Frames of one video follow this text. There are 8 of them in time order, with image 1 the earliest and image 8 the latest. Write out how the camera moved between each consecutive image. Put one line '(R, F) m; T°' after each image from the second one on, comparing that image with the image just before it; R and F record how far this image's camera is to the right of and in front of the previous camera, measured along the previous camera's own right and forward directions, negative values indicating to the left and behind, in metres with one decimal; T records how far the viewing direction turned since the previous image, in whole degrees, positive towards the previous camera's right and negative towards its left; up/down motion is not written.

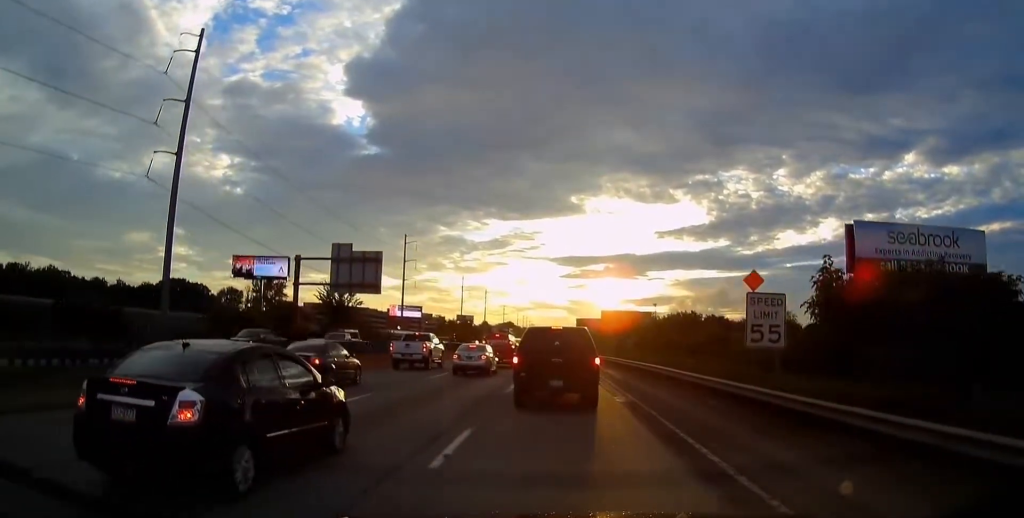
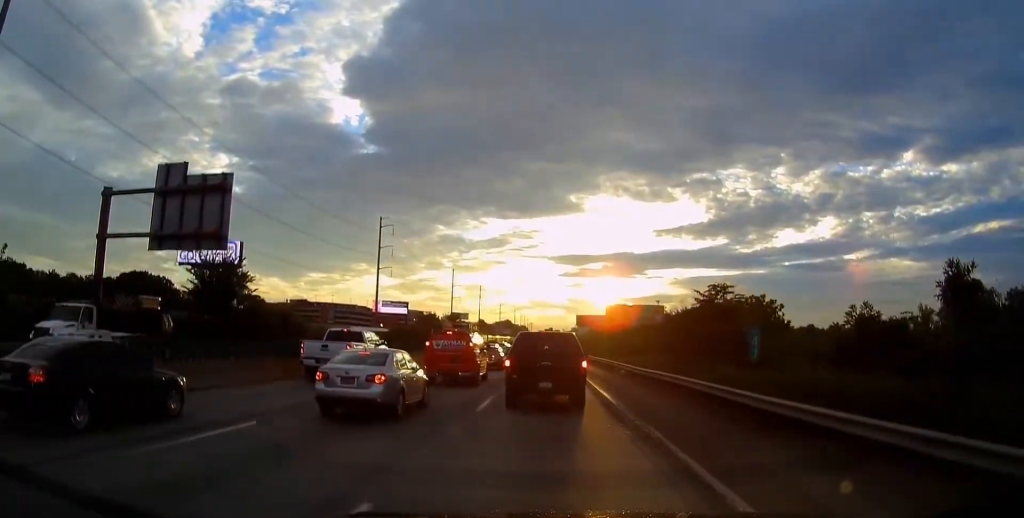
(-0.2, +28.3) m; -1°
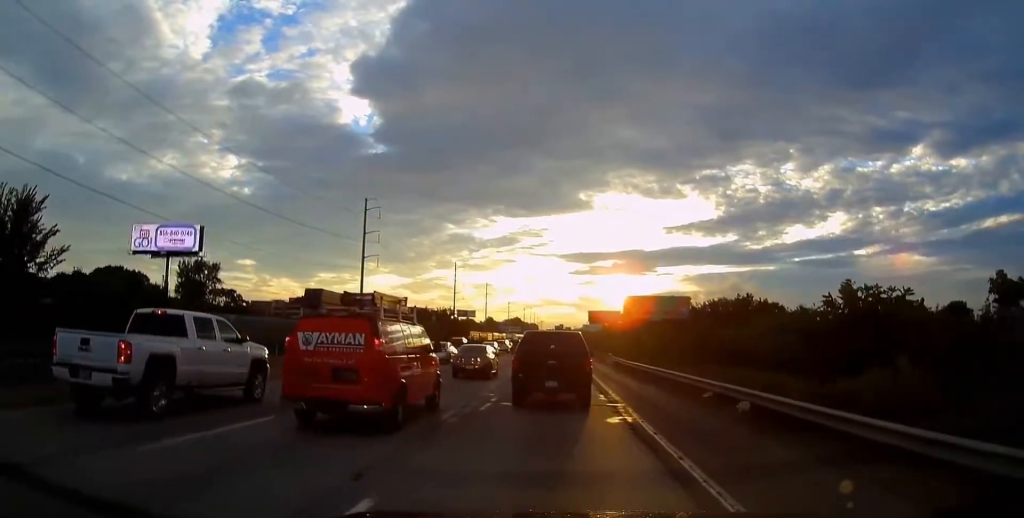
(-0.1, +24.2) m; 0°
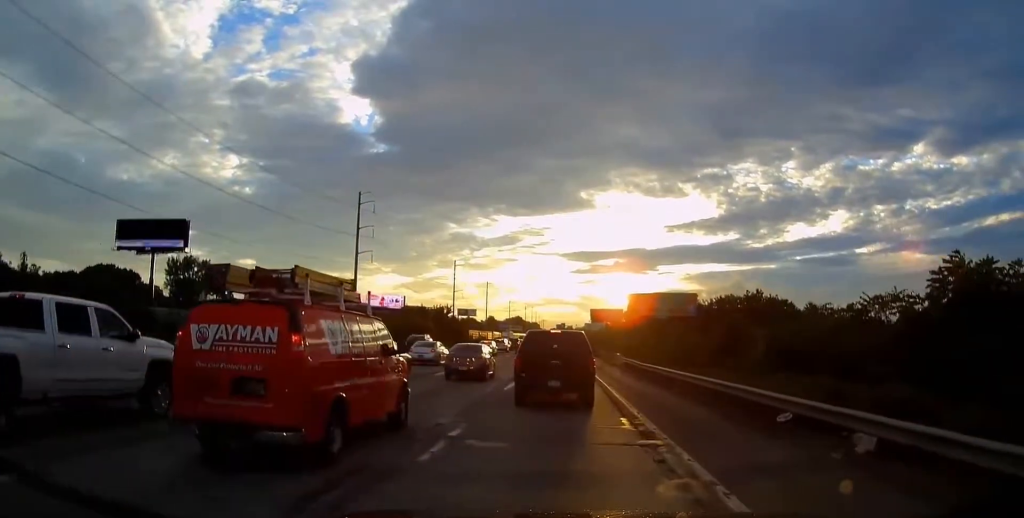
(+0.1, +6.6) m; +1°
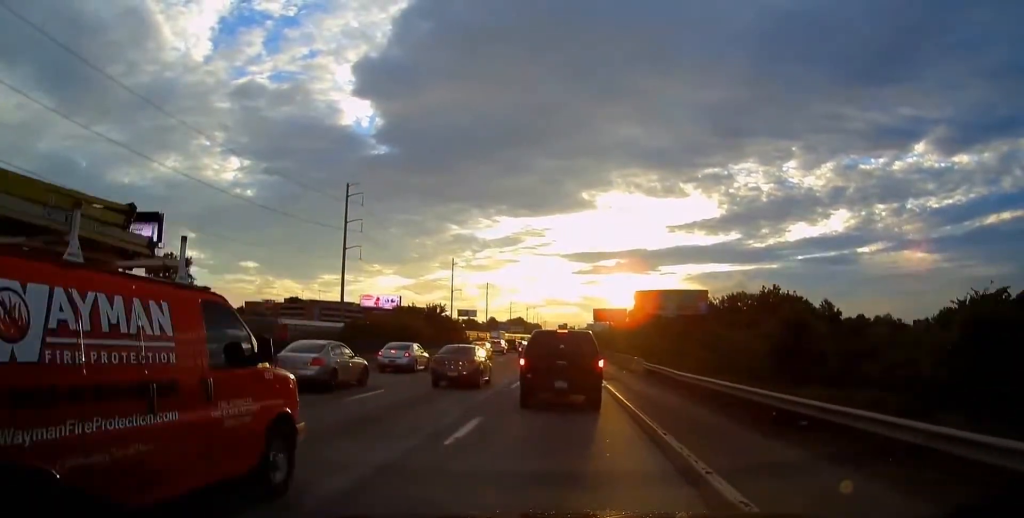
(0.0, +10.9) m; 0°
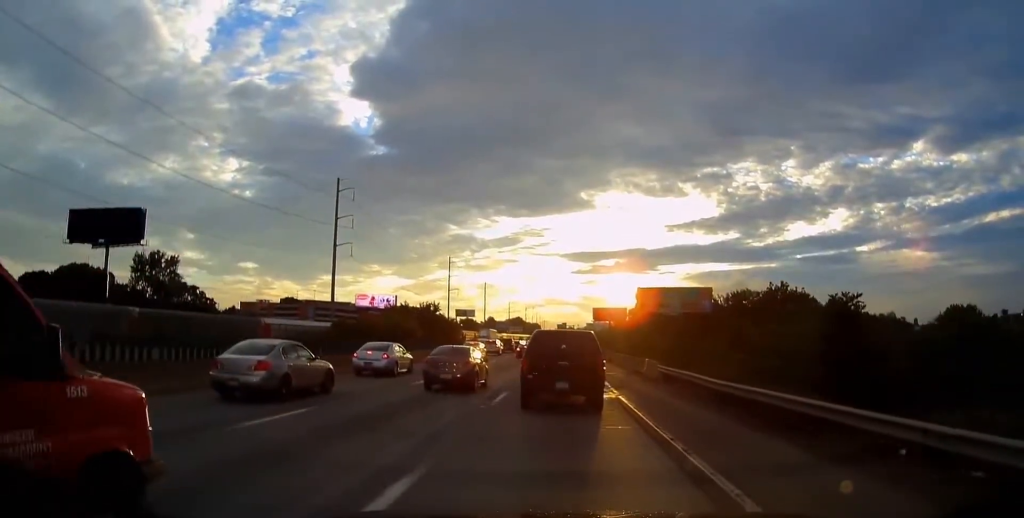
(0.0, +5.8) m; 0°
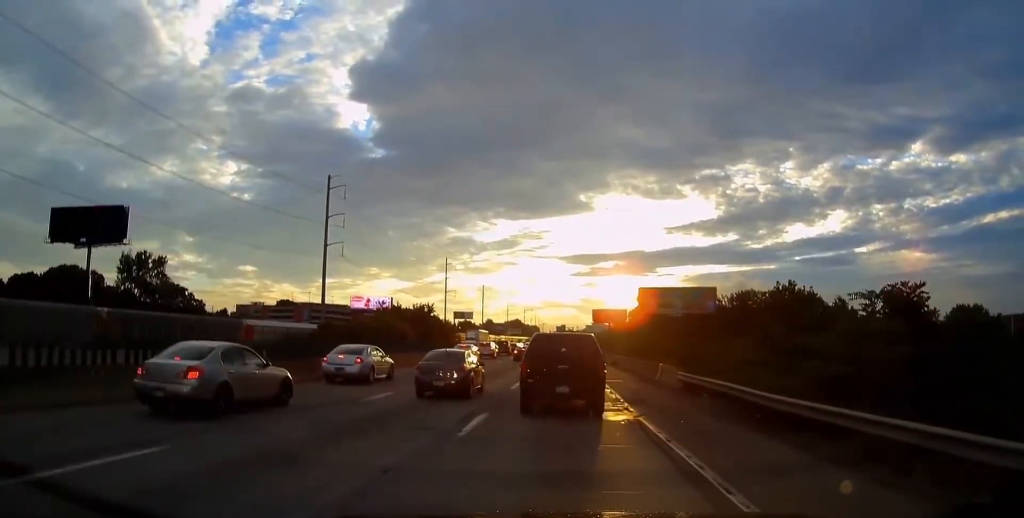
(0.0, +5.3) m; 0°
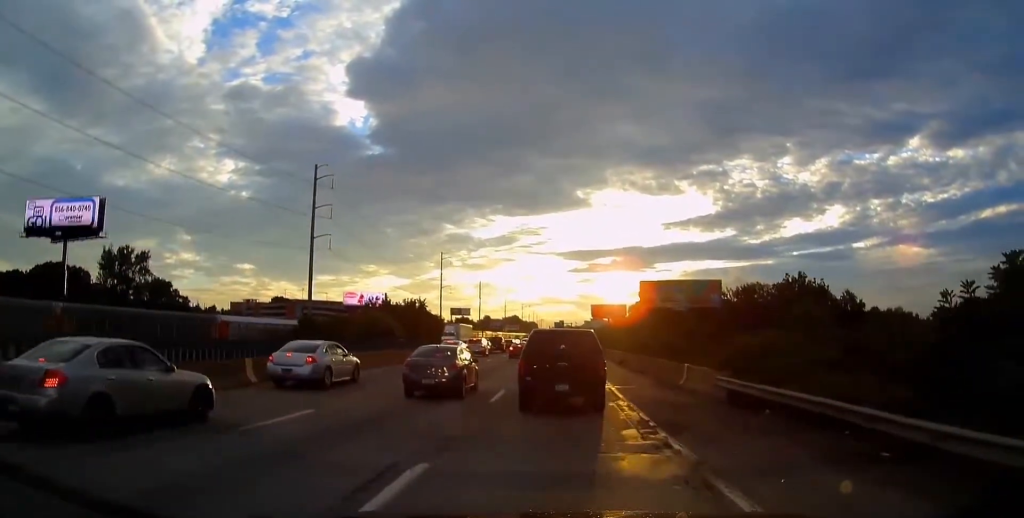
(0.0, +6.7) m; 0°
